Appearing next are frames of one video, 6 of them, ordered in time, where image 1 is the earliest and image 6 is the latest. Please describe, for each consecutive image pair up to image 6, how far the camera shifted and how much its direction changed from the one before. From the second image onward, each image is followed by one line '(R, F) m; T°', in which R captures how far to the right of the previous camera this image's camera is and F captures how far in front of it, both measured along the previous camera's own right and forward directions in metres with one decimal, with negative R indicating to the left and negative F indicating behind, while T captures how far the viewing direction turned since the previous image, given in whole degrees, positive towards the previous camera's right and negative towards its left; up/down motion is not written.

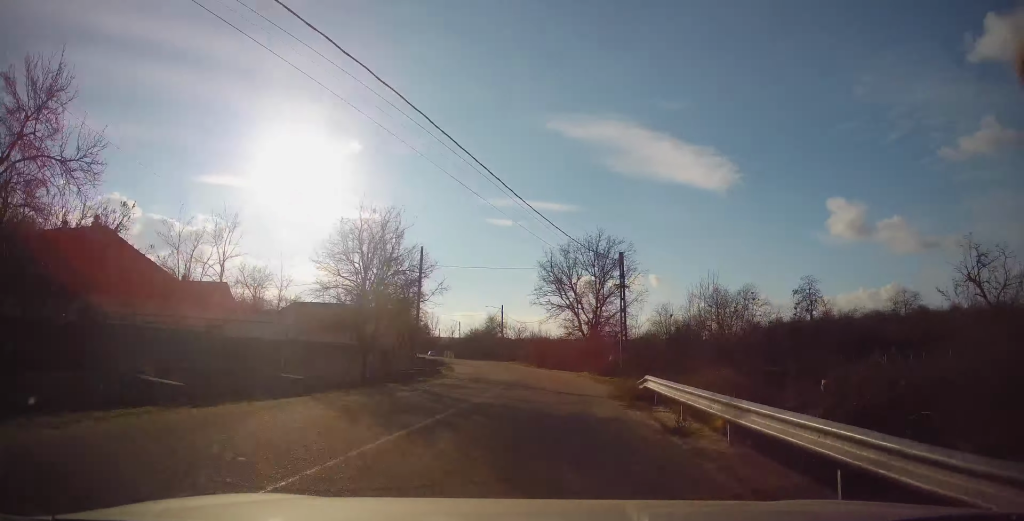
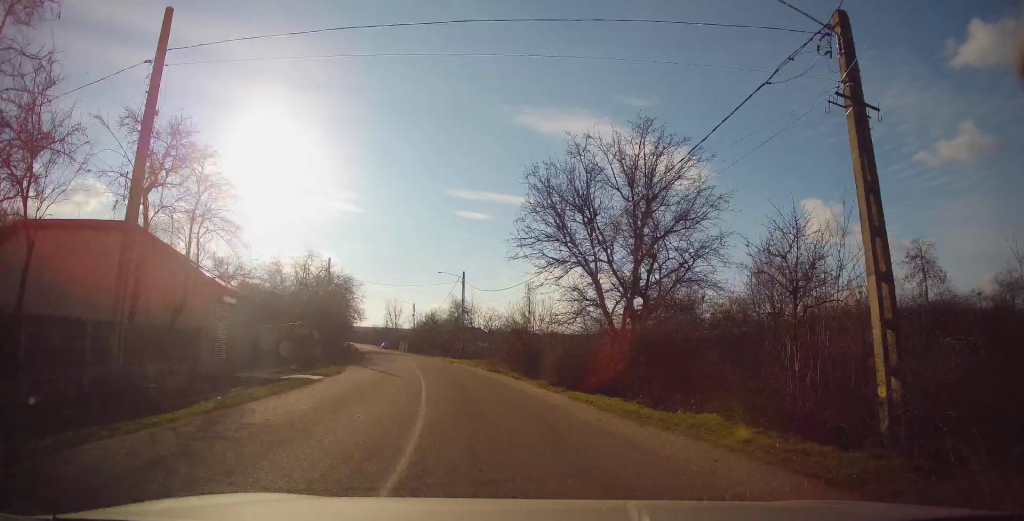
(+2.2, +25.7) m; +2°
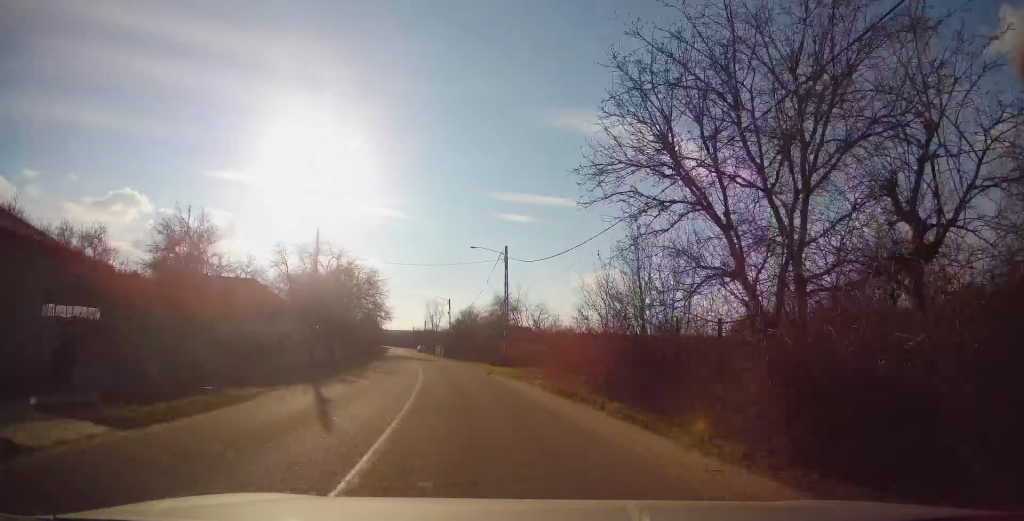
(-0.4, +12.3) m; -3°
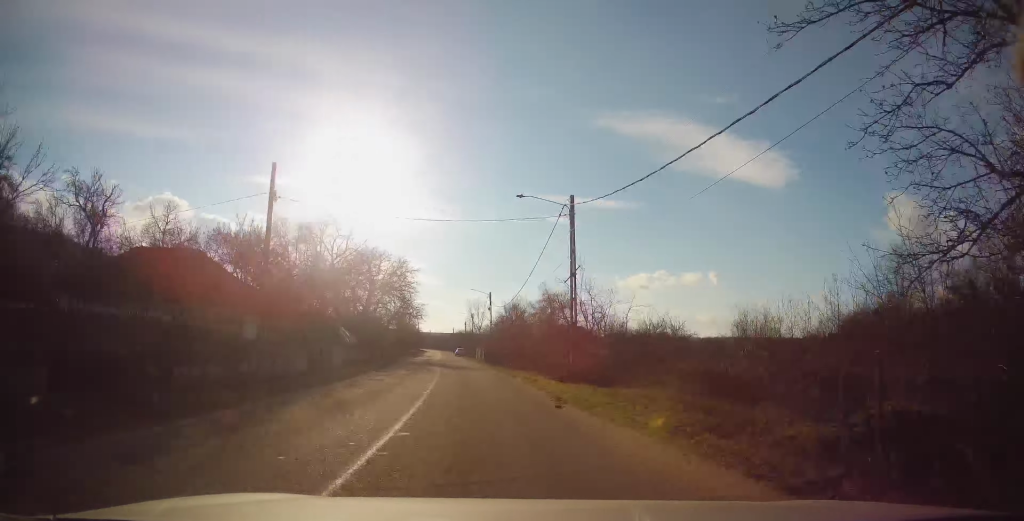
(-0.2, +11.8) m; -3°
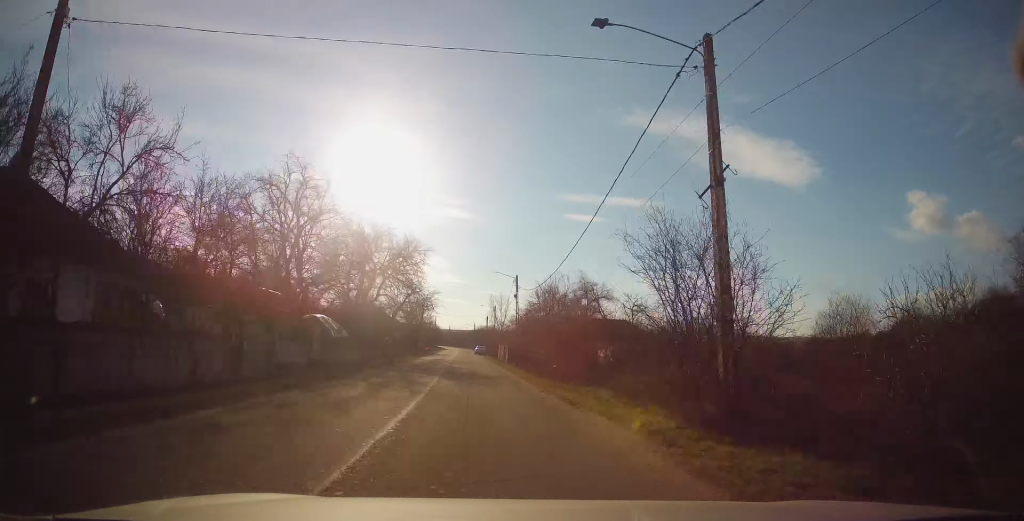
(-0.4, +12.4) m; -2°
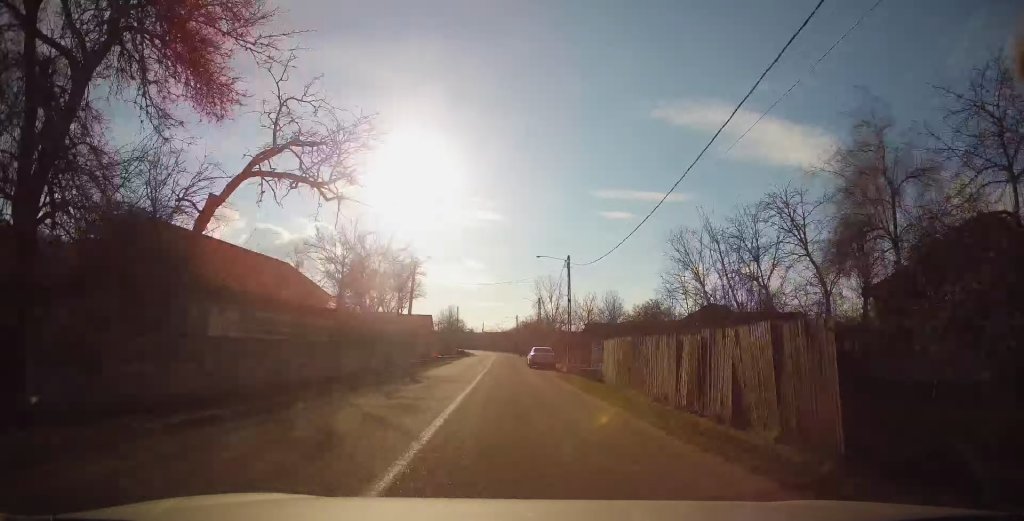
(-3.1, +50.3) m; -5°
